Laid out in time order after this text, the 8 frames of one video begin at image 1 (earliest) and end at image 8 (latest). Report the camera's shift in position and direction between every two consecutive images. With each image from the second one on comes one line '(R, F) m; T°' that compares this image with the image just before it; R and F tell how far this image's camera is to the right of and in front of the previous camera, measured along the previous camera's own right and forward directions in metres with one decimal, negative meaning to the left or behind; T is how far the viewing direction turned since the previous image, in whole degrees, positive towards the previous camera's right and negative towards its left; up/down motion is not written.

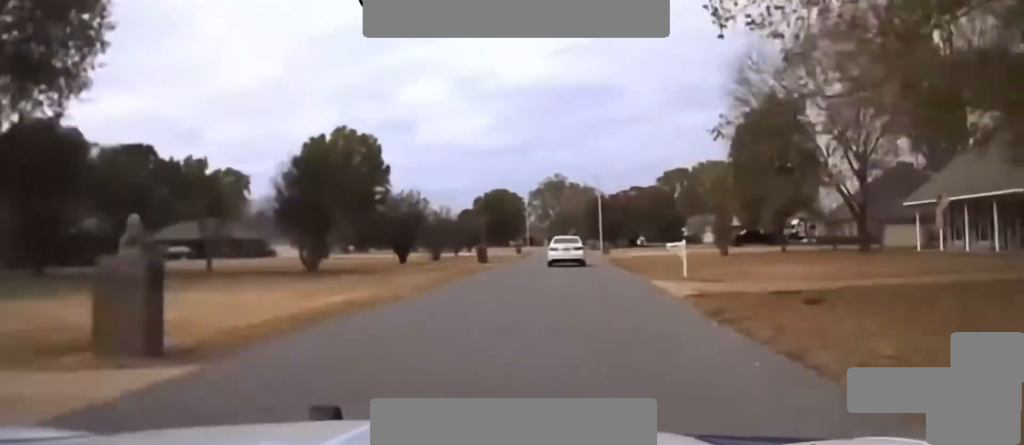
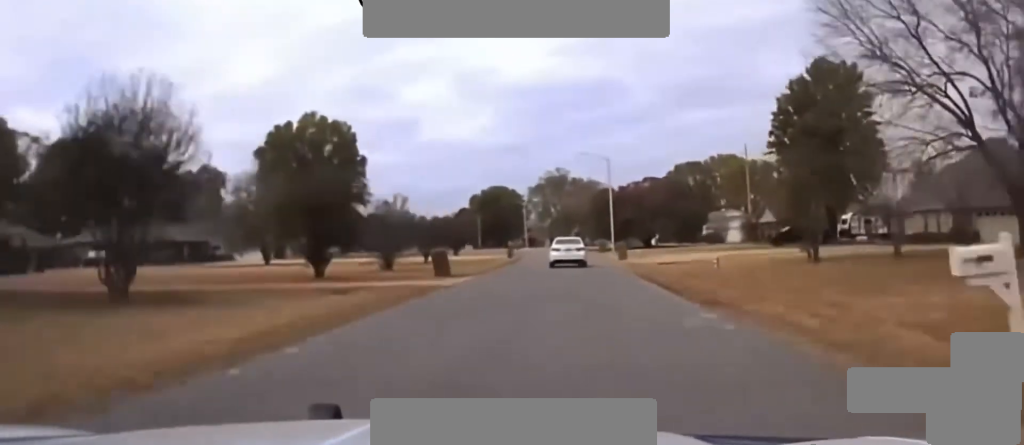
(+0.1, +20.5) m; 0°
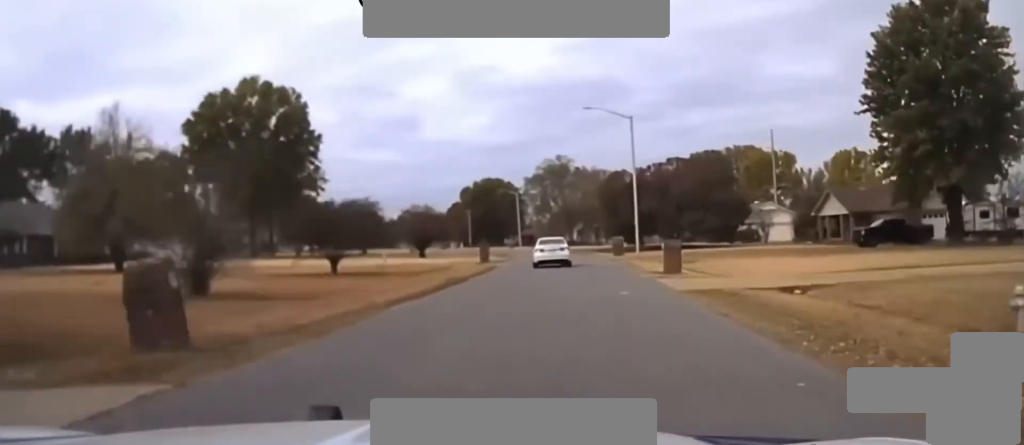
(-0.2, +29.8) m; 0°
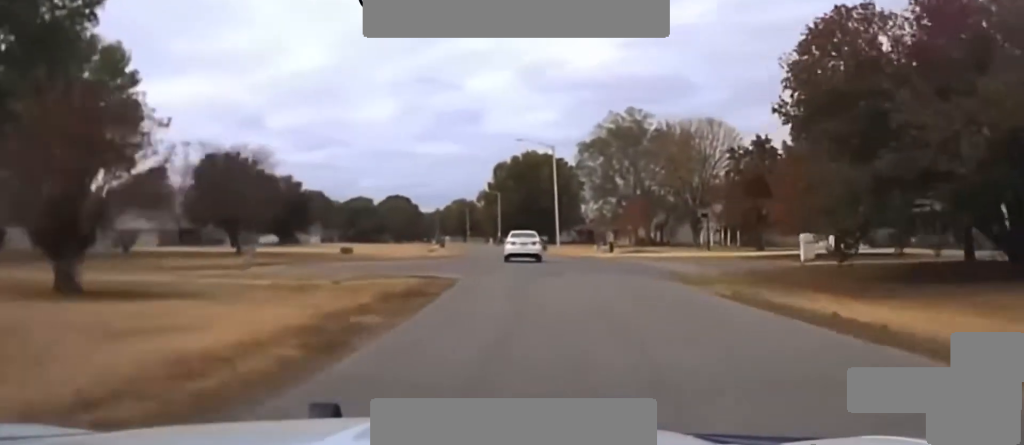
(-0.4, +66.0) m; -3°
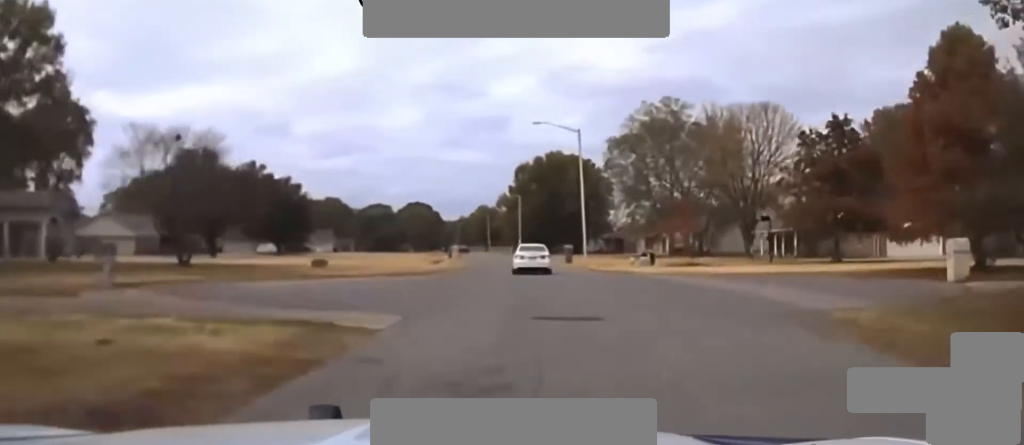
(-0.5, +14.0) m; -2°
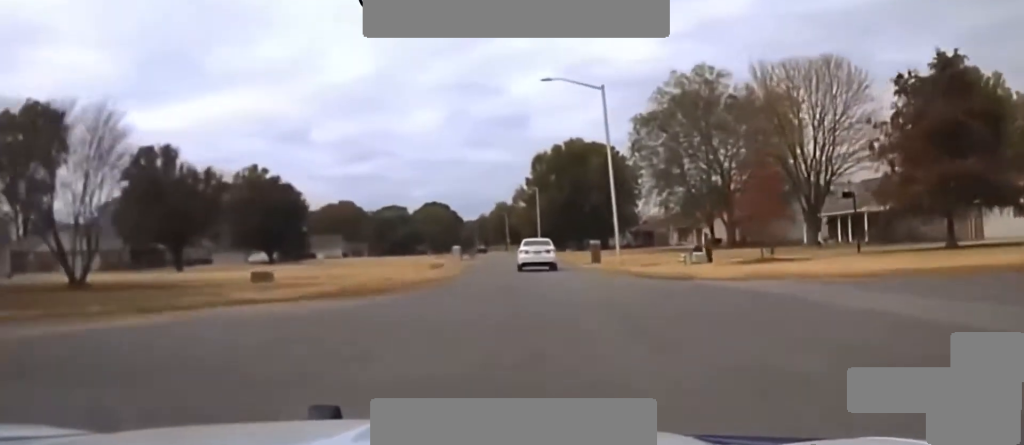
(+0.1, +14.1) m; -2°
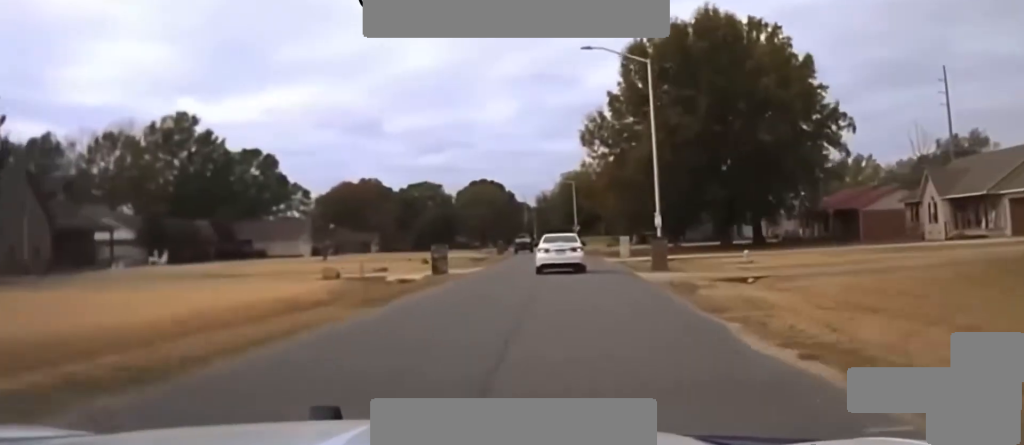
(-4.4, +81.7) m; -4°
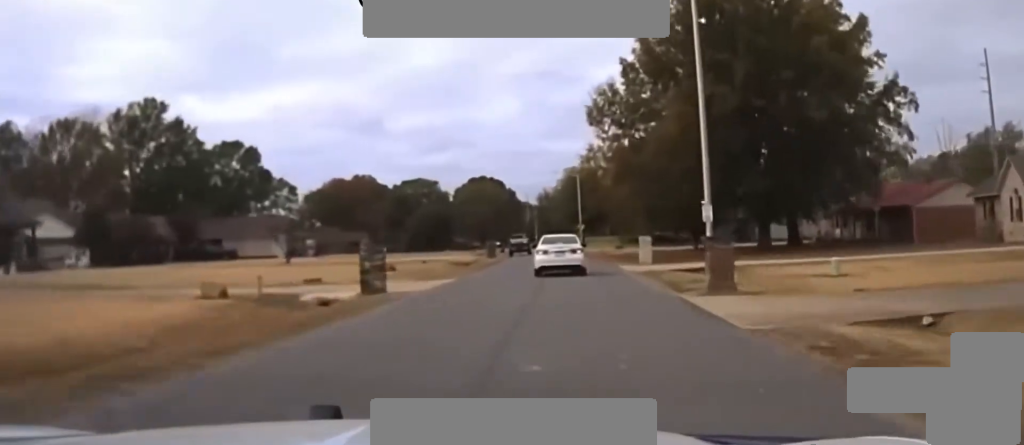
(+0.1, +13.1) m; 0°
